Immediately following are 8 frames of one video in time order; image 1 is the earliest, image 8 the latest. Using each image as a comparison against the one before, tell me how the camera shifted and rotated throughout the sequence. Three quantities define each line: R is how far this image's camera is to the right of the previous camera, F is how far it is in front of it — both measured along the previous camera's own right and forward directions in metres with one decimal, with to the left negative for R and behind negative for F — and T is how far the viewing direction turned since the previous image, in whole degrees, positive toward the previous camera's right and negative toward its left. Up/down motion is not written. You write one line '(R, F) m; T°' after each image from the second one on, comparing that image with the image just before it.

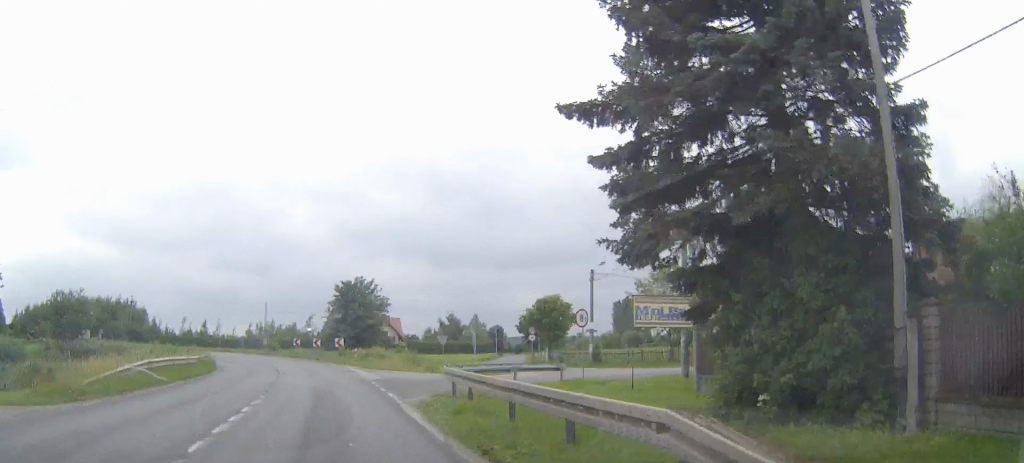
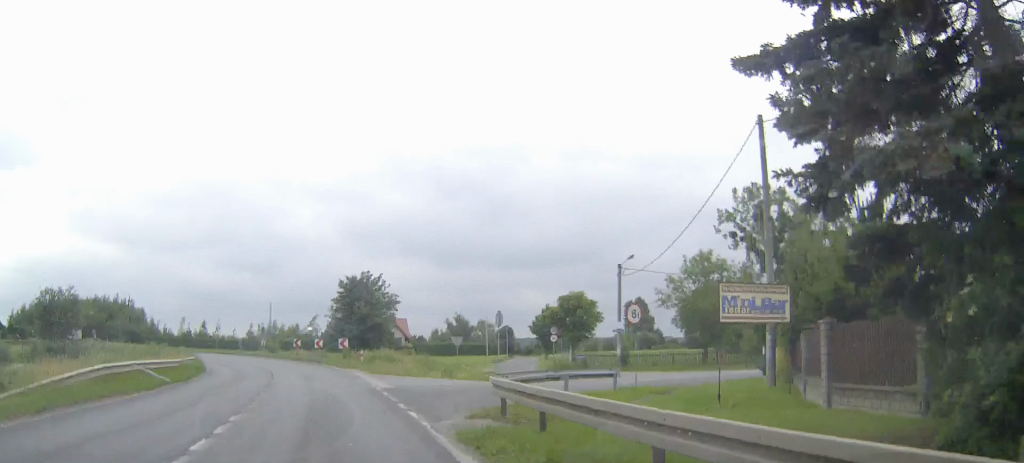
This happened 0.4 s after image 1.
(0.0, +5.4) m; 0°
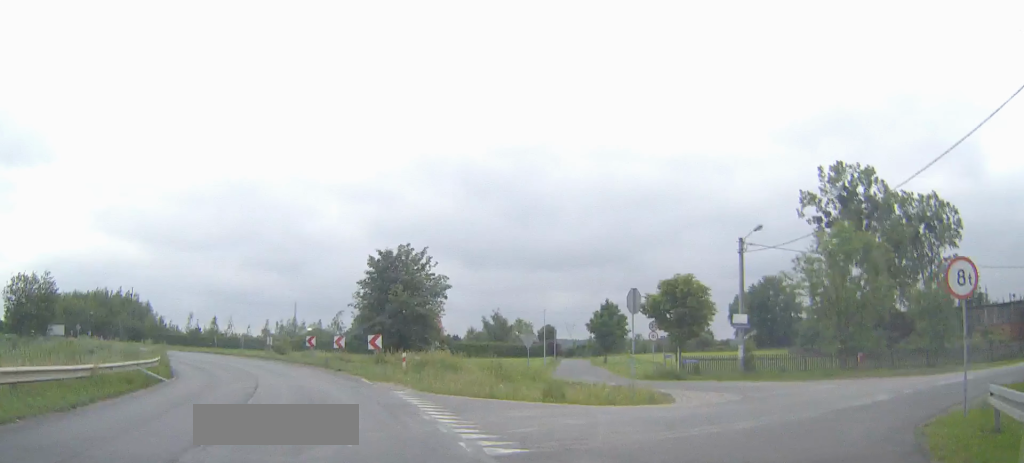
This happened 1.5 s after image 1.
(0.0, +15.0) m; -1°
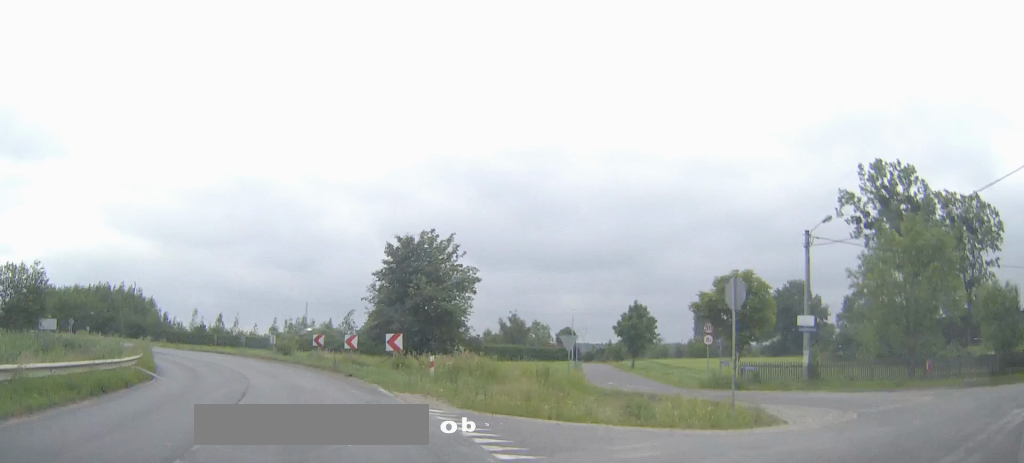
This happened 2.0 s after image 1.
(-0.1, +5.9) m; -1°
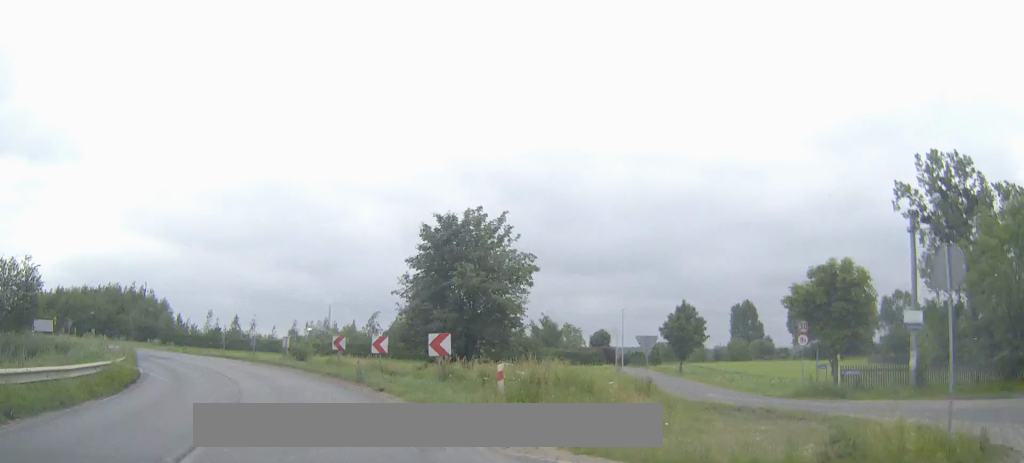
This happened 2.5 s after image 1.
(-0.1, +6.9) m; -2°
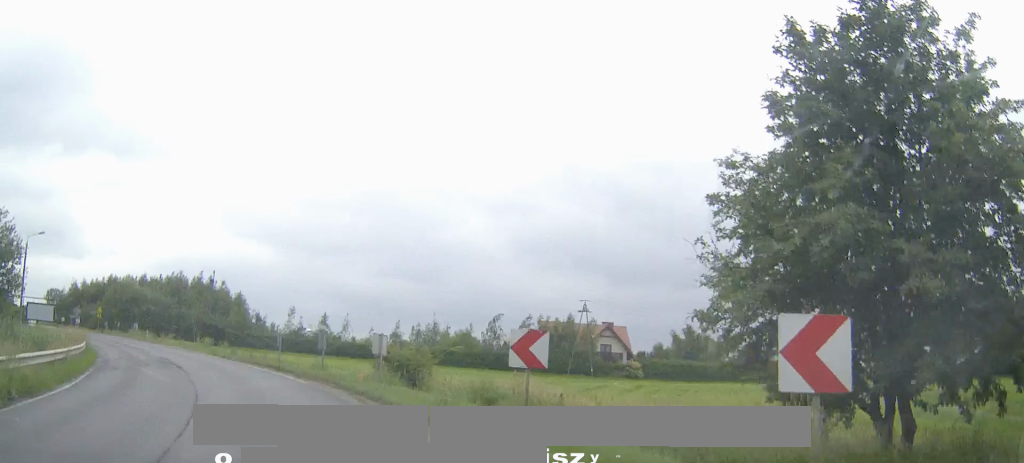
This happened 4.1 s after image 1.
(-1.1, +21.3) m; -7°
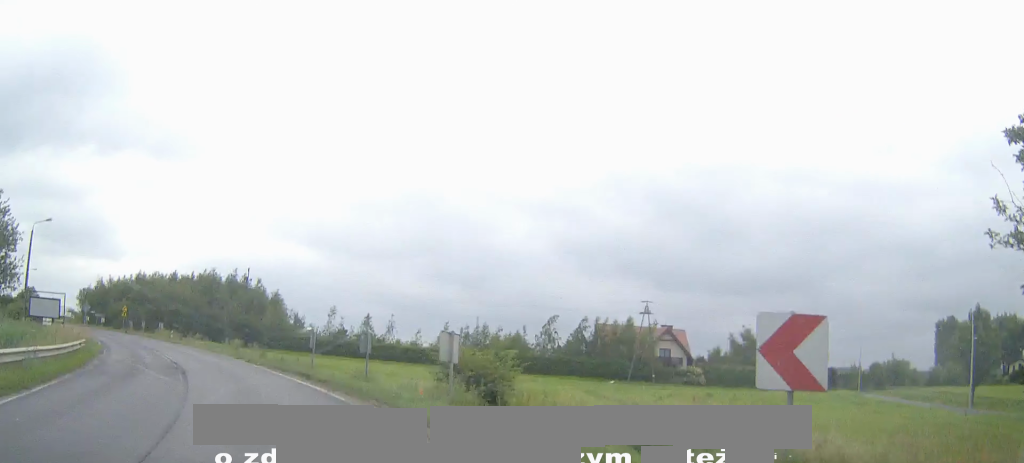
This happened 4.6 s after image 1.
(0.0, +6.2) m; -3°
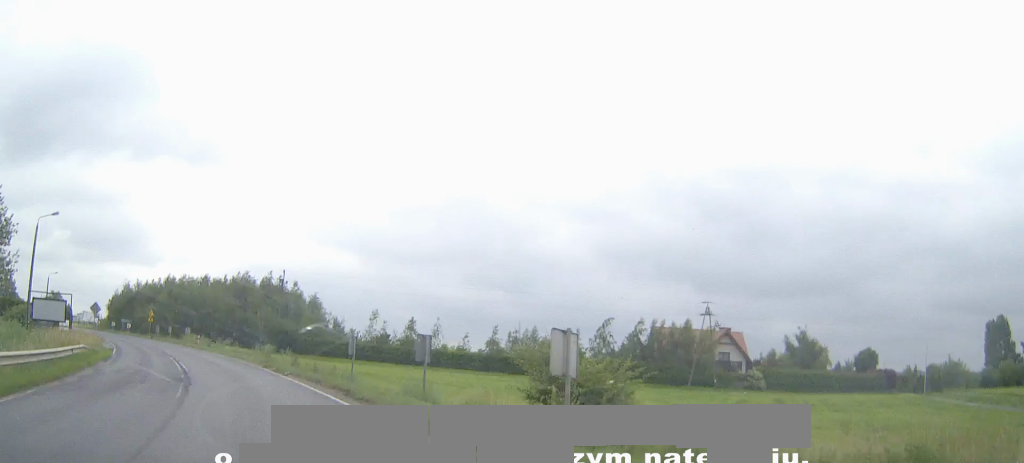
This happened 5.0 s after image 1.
(-0.2, +5.2) m; -3°
